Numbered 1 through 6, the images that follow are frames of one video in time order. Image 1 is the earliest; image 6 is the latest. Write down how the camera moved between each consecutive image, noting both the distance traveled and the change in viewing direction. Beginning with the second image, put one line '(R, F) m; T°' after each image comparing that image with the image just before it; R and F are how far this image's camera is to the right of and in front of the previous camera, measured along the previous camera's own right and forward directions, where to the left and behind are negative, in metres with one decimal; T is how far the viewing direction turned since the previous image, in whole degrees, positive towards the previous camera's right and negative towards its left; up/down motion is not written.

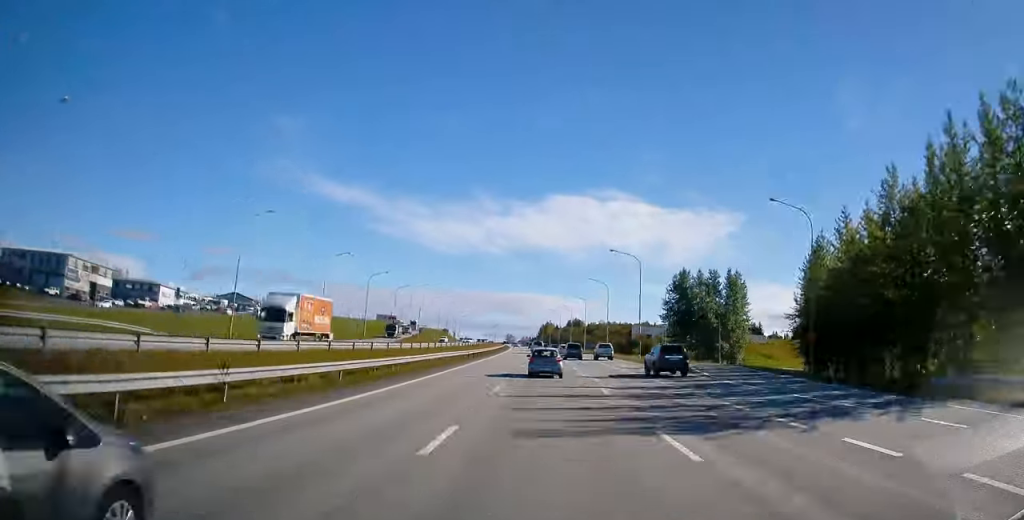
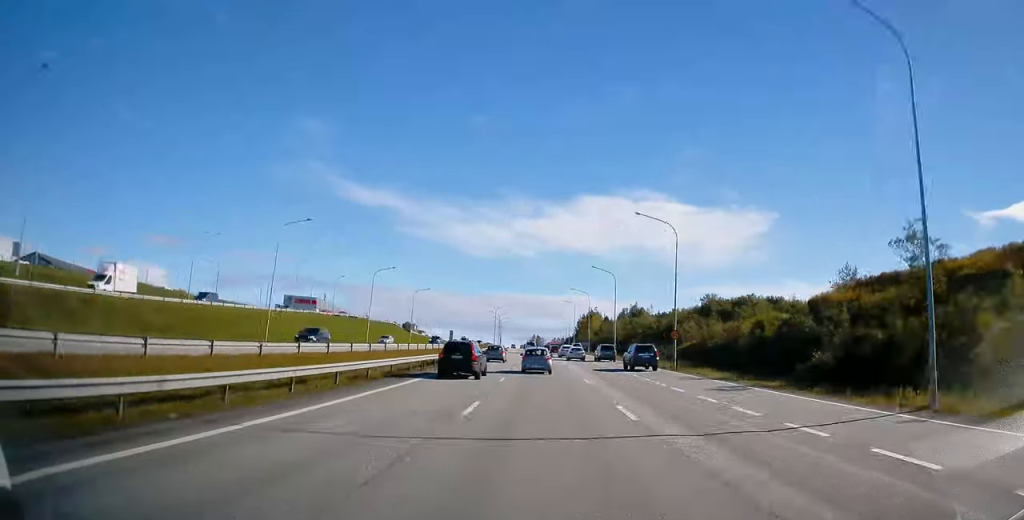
(-4.4, +149.2) m; -4°
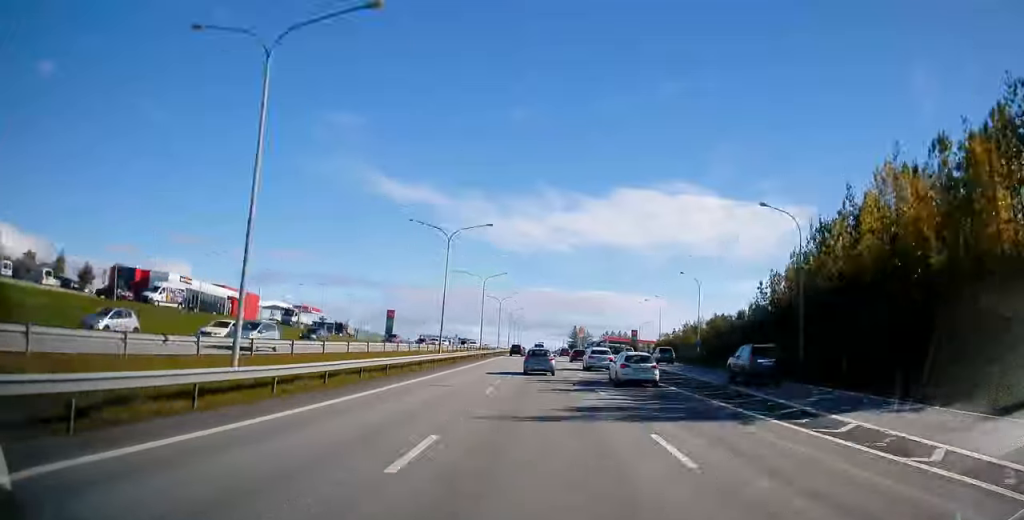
(-5.3, +174.7) m; -3°
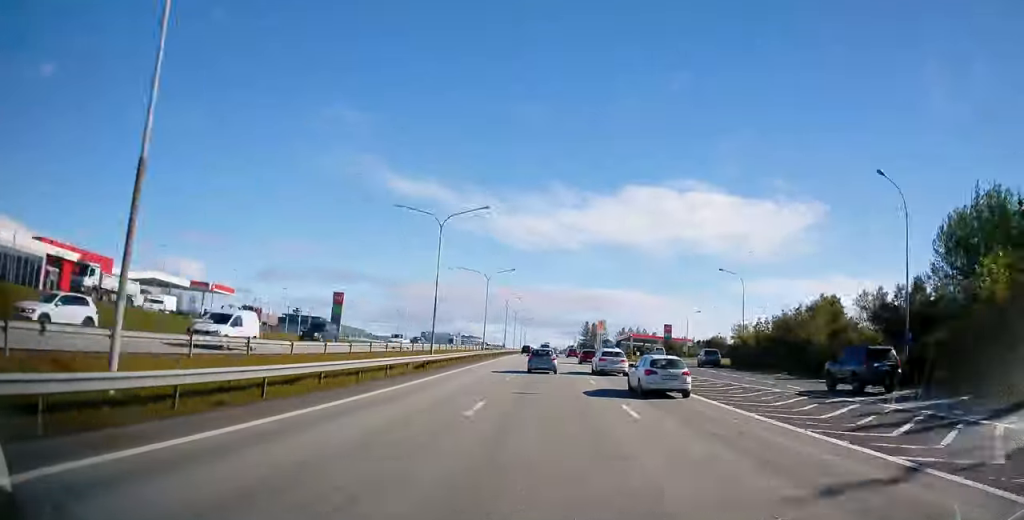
(-0.5, +41.4) m; 0°
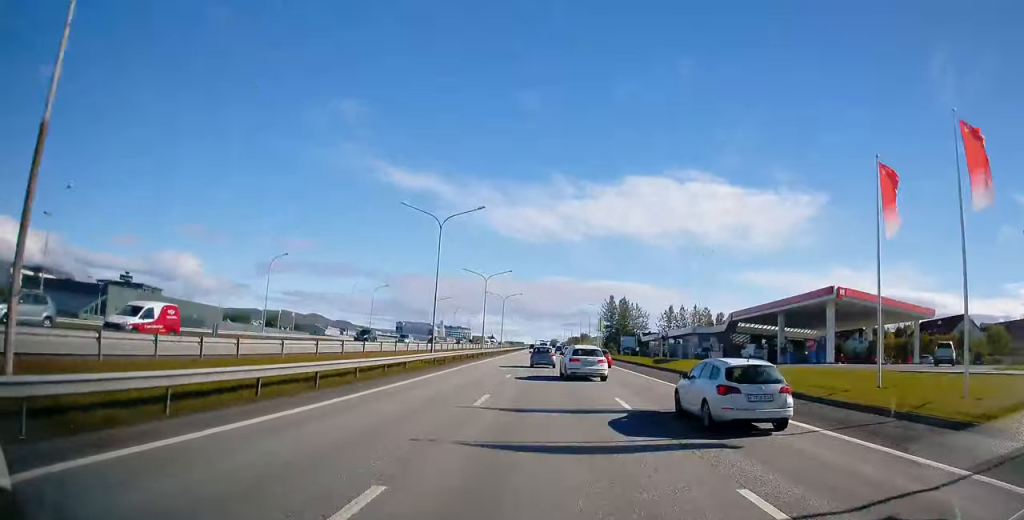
(+0.4, +115.6) m; 0°
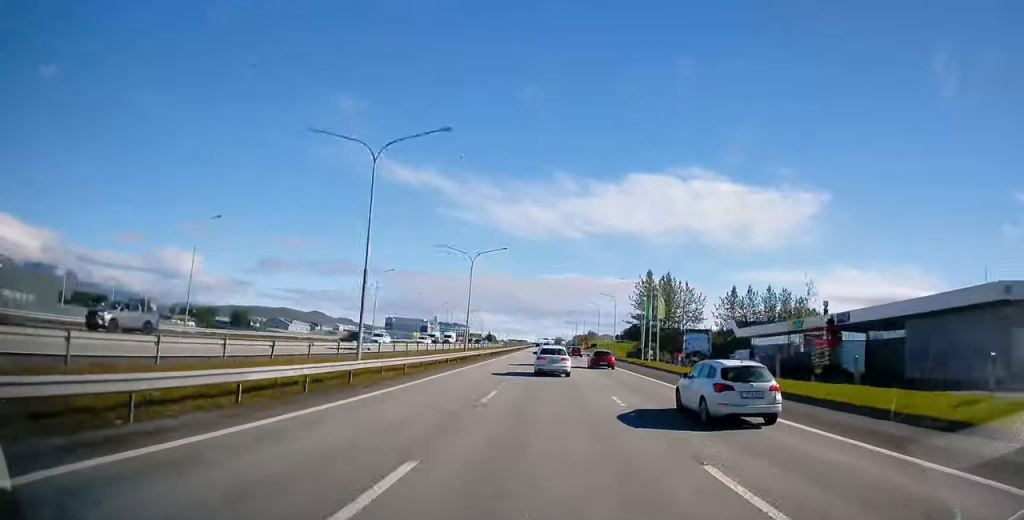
(-0.8, +57.2) m; 0°
